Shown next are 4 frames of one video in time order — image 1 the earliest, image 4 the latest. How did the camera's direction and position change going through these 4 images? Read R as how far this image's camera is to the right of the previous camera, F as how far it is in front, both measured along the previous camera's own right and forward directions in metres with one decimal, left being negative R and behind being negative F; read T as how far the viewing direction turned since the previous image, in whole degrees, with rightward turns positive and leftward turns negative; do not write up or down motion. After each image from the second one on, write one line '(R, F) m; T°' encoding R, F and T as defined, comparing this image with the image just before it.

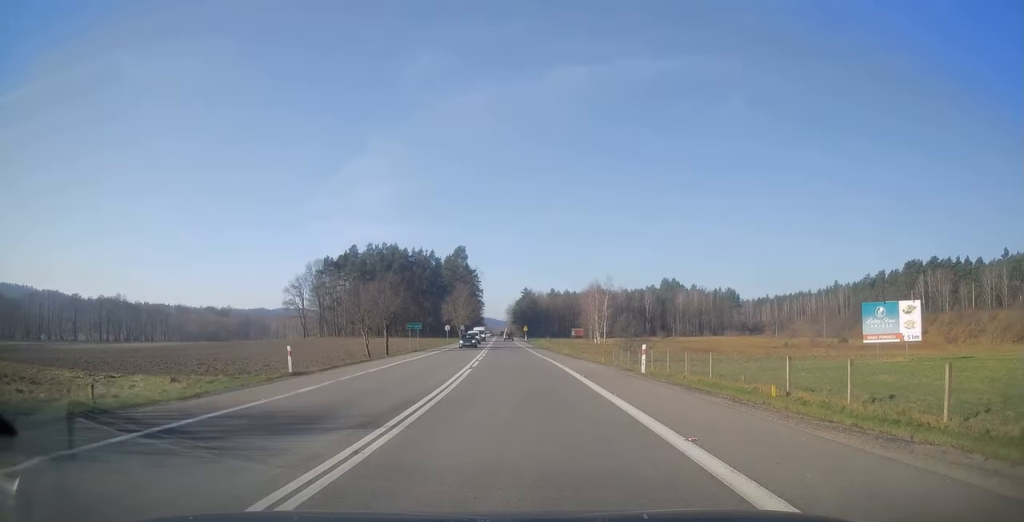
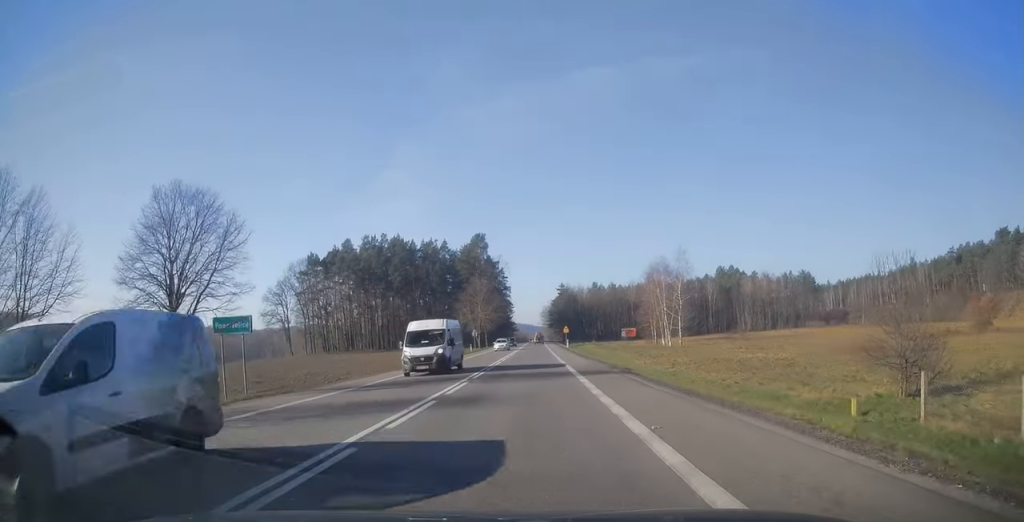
(-1.5, +40.9) m; -3°
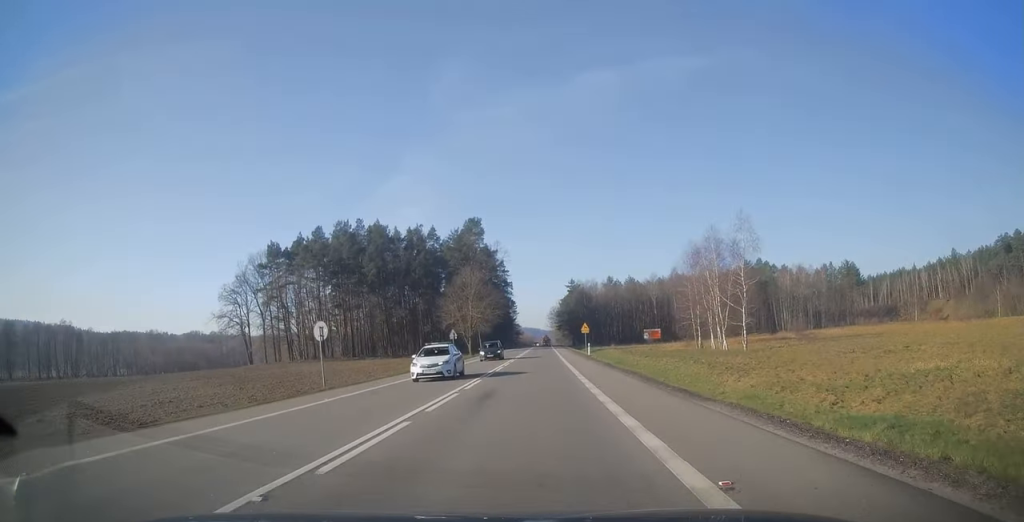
(+0.1, +27.6) m; 0°
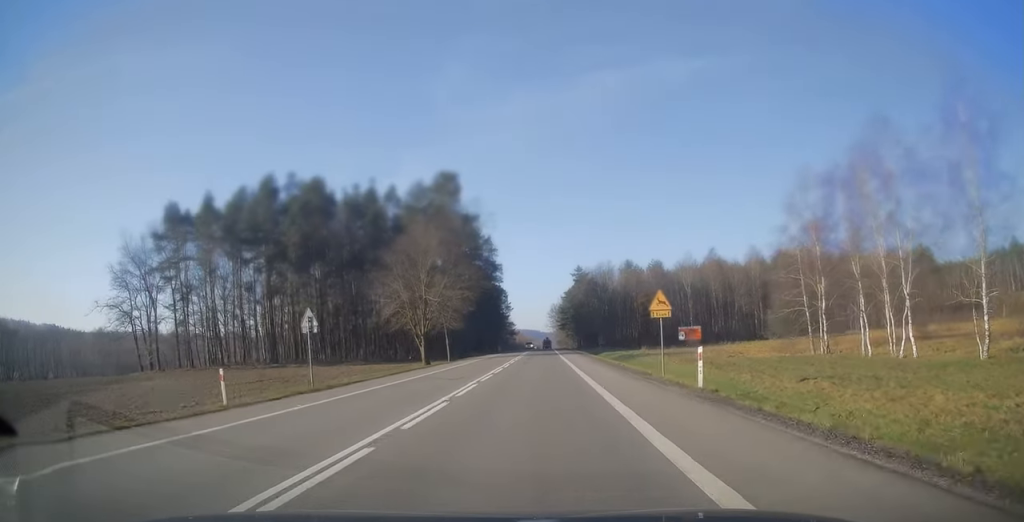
(-0.1, +39.7) m; 0°
